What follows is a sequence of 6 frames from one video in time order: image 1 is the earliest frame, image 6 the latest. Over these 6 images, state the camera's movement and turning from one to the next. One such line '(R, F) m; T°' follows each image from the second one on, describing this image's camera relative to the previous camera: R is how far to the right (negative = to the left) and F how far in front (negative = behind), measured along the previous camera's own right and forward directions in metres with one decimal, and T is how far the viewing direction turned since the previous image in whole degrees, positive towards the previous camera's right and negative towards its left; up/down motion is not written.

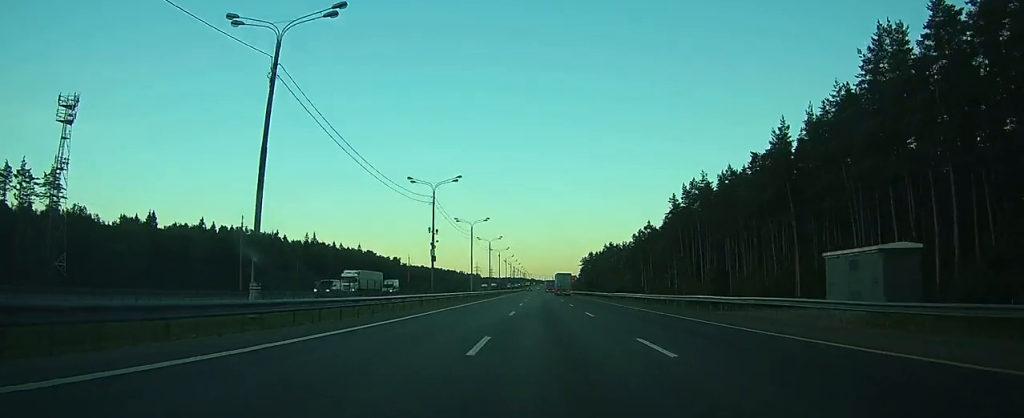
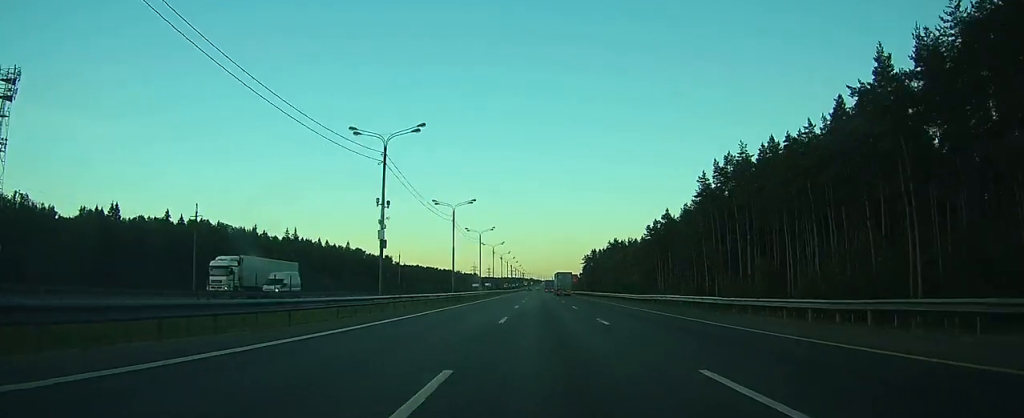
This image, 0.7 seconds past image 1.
(0.0, +21.9) m; 0°
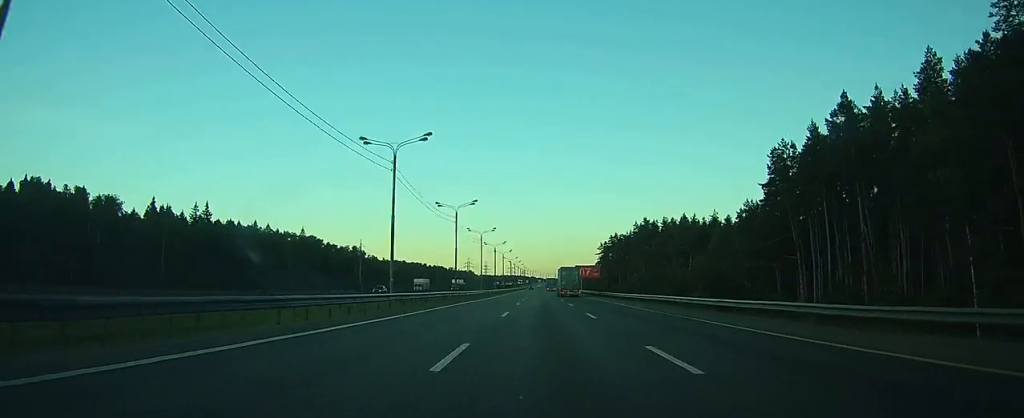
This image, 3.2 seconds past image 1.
(-0.3, +75.7) m; 0°
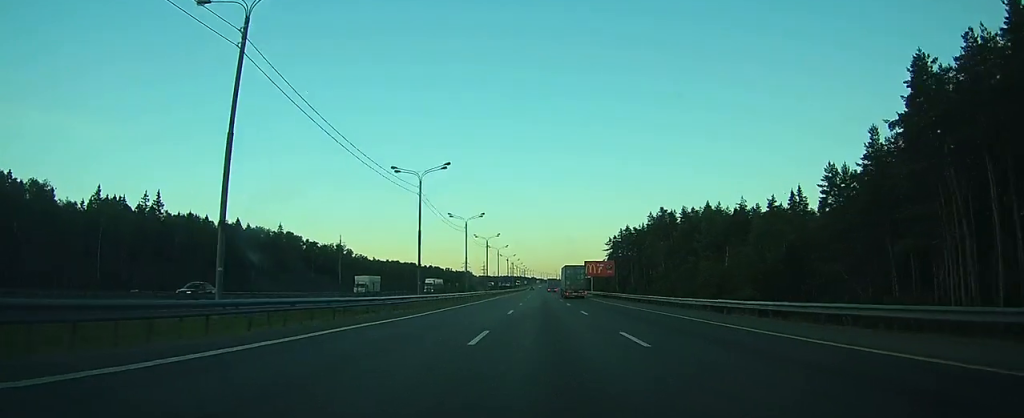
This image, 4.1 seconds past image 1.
(0.0, +27.8) m; 0°
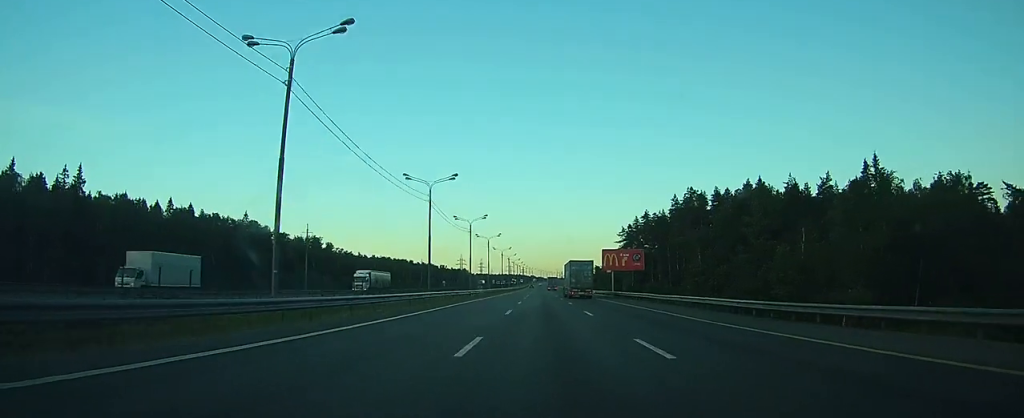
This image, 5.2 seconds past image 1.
(+0.1, +34.4) m; 0°
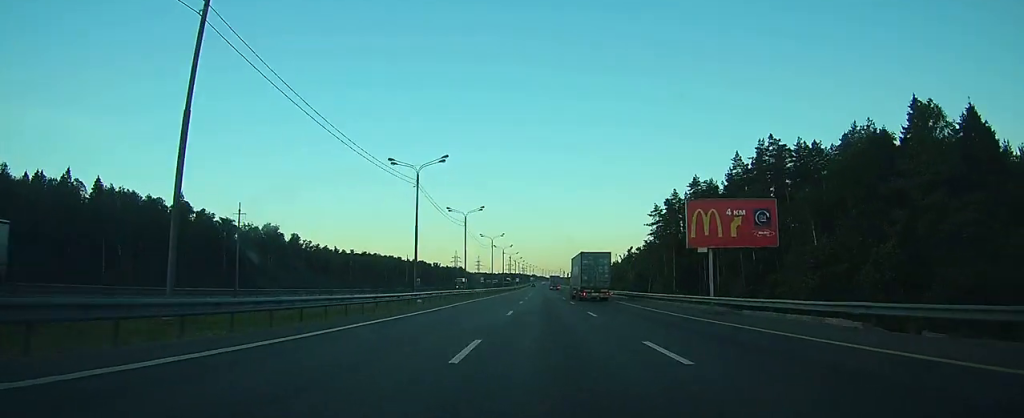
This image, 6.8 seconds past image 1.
(-0.2, +49.1) m; 0°
